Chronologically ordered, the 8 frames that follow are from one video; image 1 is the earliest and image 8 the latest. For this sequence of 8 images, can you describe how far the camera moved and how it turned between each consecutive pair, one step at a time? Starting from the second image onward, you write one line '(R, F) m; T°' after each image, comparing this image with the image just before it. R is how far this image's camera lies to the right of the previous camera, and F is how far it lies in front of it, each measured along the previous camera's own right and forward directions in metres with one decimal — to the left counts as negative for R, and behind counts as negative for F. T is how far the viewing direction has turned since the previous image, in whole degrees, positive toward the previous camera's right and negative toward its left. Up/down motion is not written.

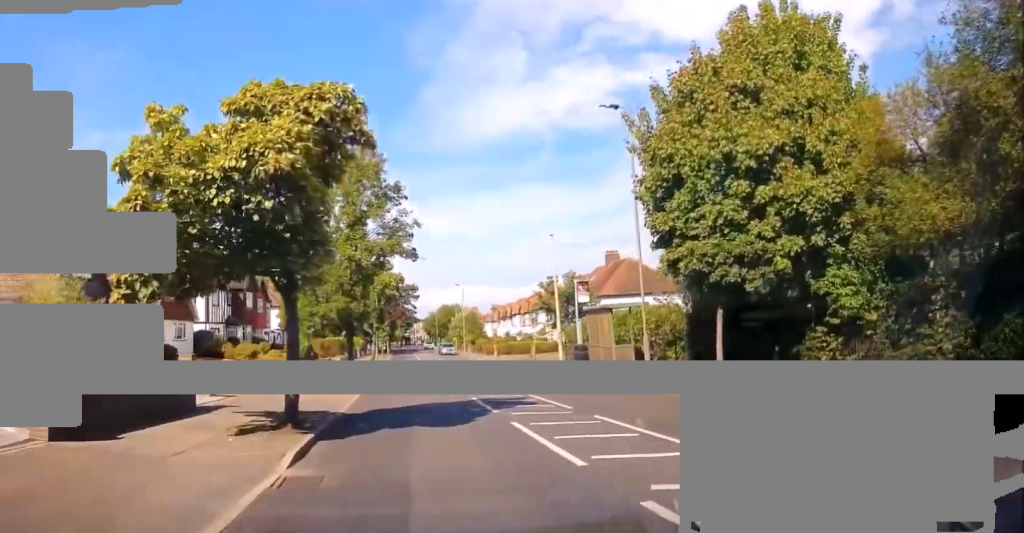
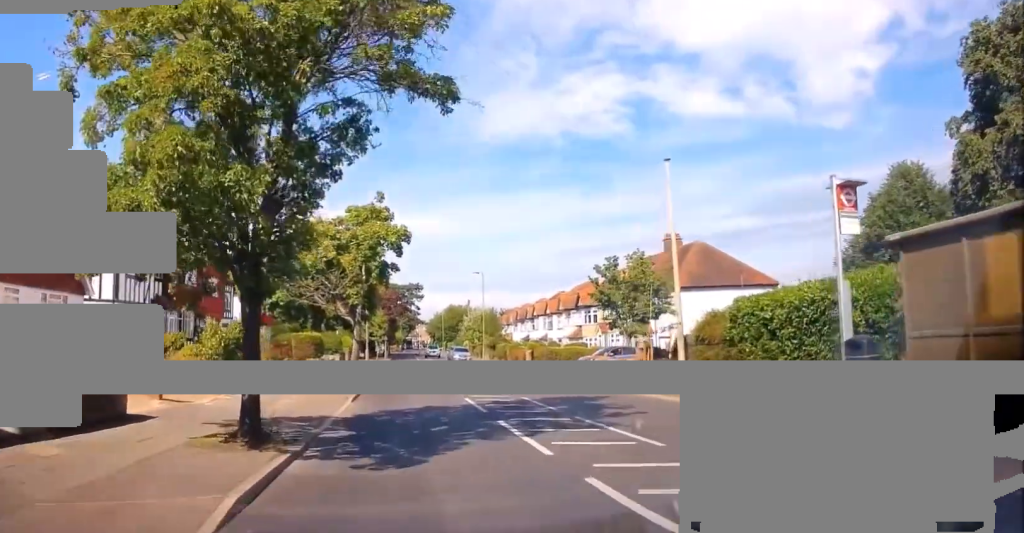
(-0.7, +17.0) m; 0°
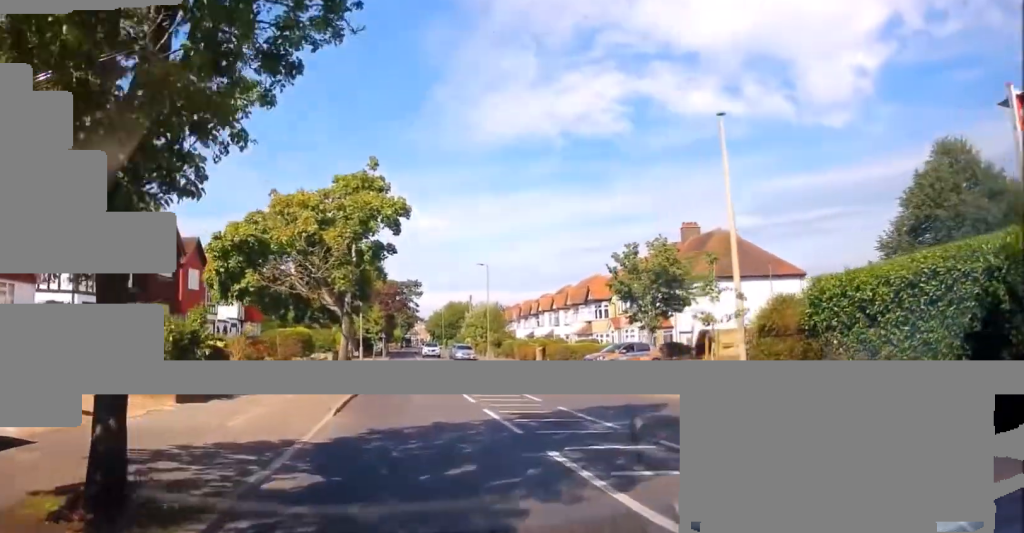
(0.0, +4.4) m; +2°
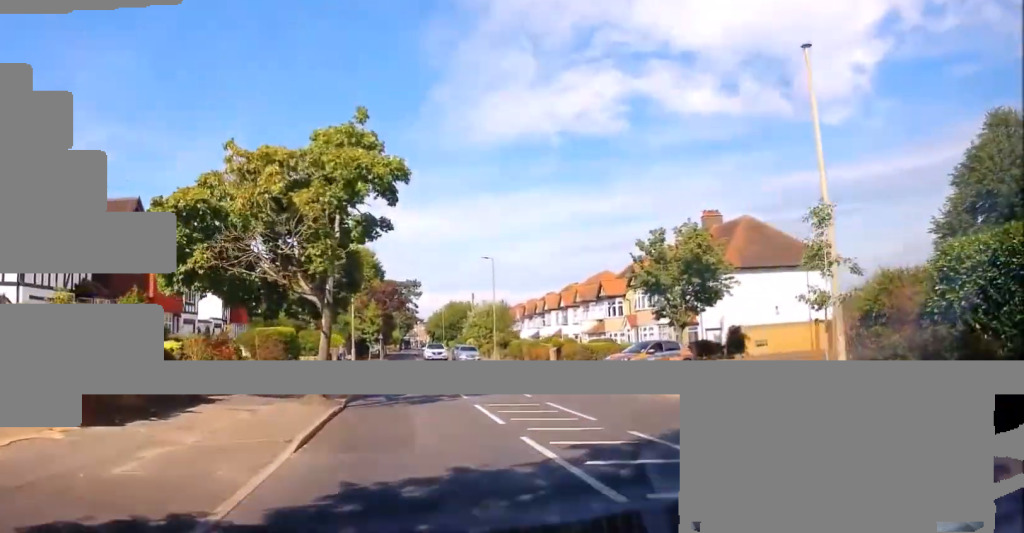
(+0.2, +4.8) m; 0°
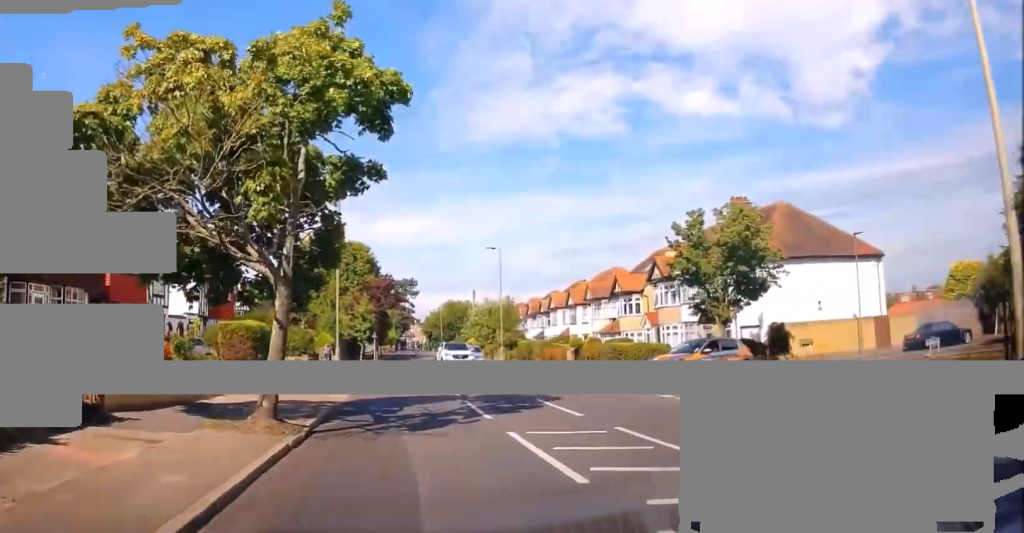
(-0.1, +5.7) m; -3°
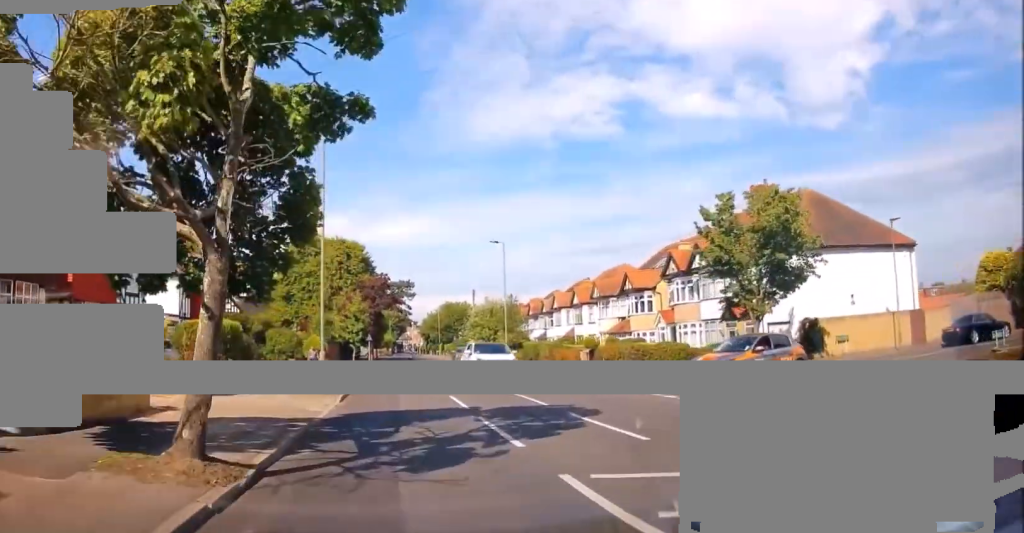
(-0.1, +3.8) m; -2°
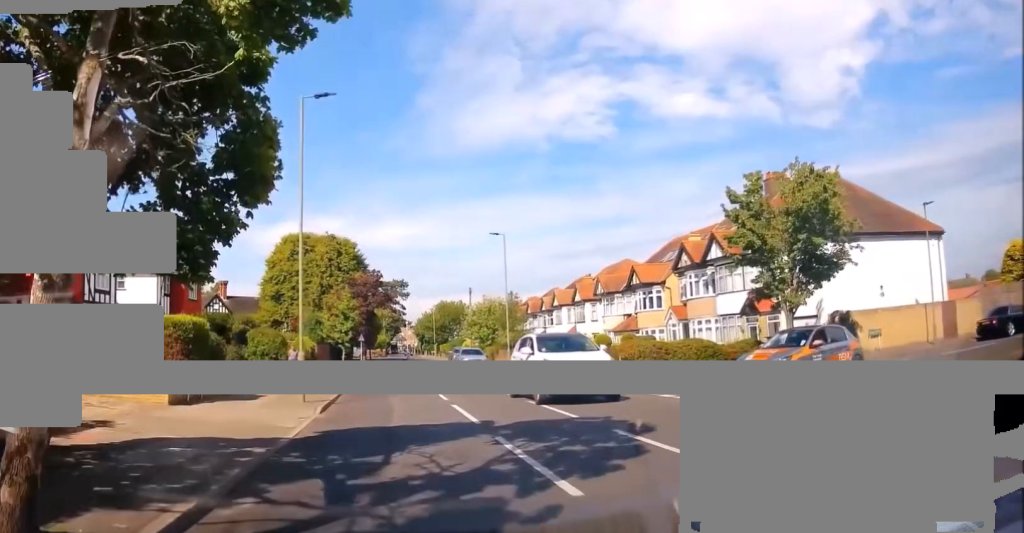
(-0.1, +3.2) m; 0°
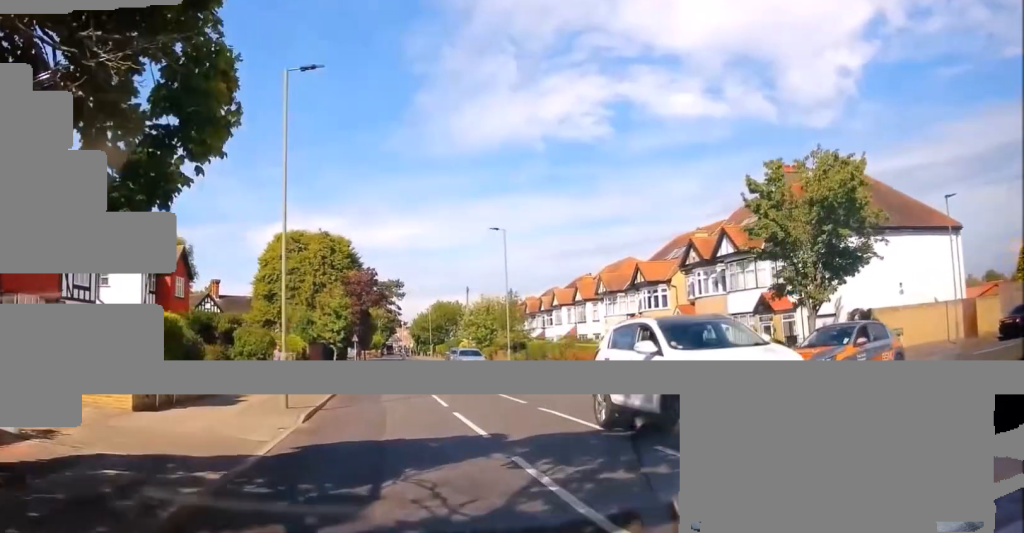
(+0.1, +1.8) m; +2°
